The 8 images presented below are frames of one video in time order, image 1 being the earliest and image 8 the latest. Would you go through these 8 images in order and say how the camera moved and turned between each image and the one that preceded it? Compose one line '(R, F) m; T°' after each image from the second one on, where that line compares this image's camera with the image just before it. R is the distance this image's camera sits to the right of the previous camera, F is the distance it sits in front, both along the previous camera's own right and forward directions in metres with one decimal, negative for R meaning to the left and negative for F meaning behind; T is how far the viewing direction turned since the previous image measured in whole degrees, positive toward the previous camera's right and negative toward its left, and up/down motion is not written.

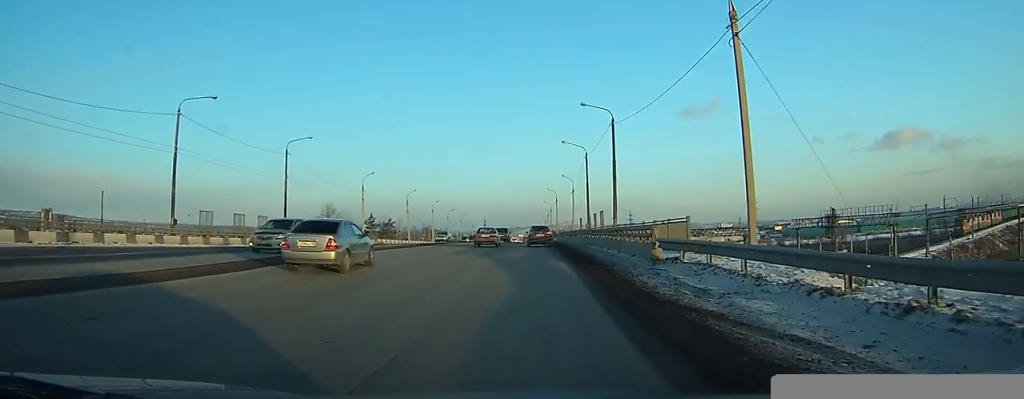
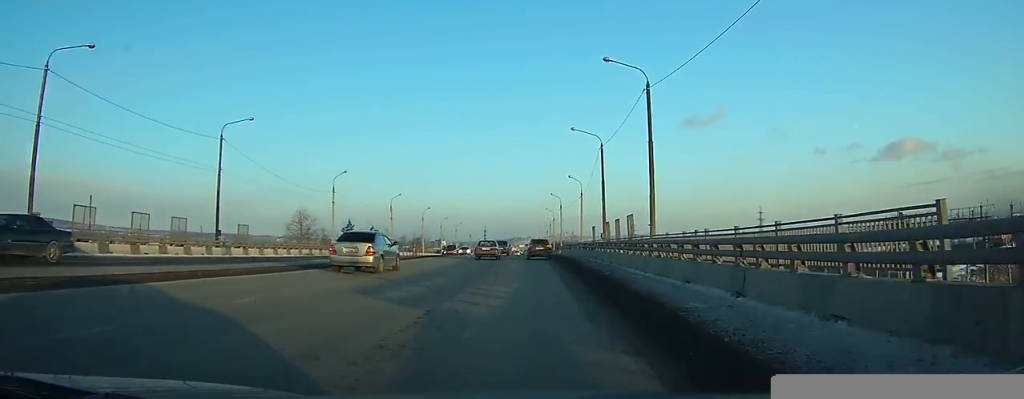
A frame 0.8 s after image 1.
(+0.1, +15.6) m; 0°
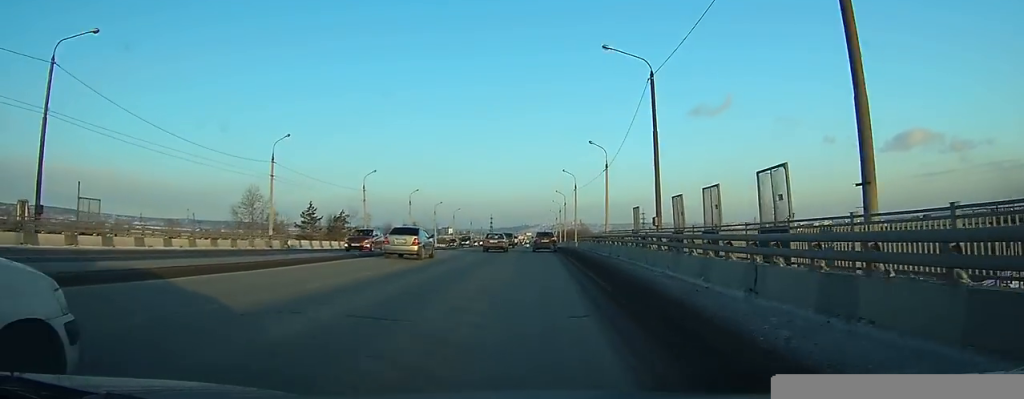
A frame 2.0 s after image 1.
(+0.1, +24.7) m; 0°
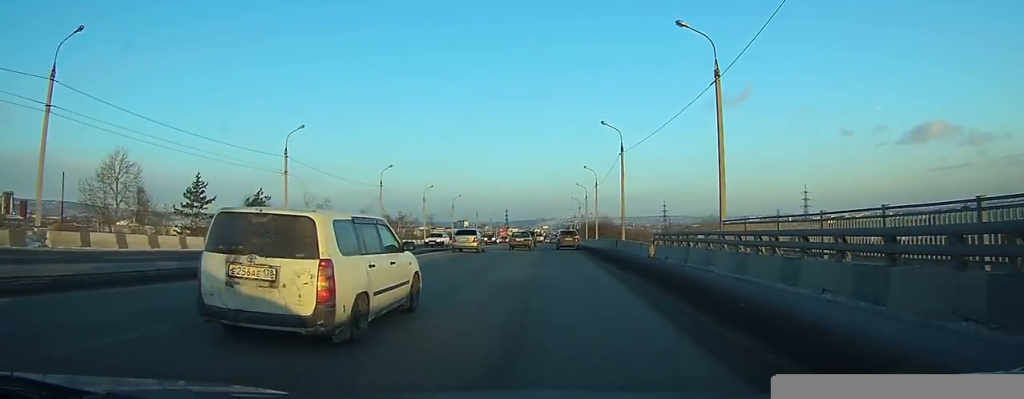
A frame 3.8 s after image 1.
(-0.2, +41.5) m; -1°
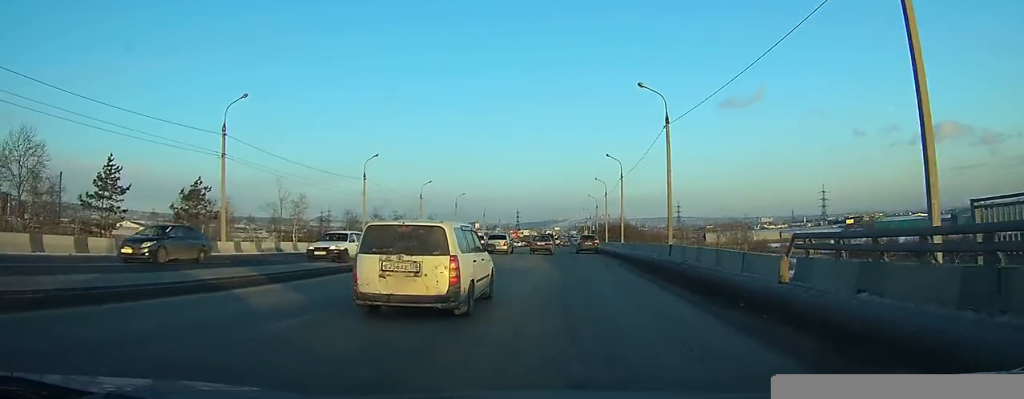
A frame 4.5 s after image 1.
(-0.1, +16.5) m; -1°
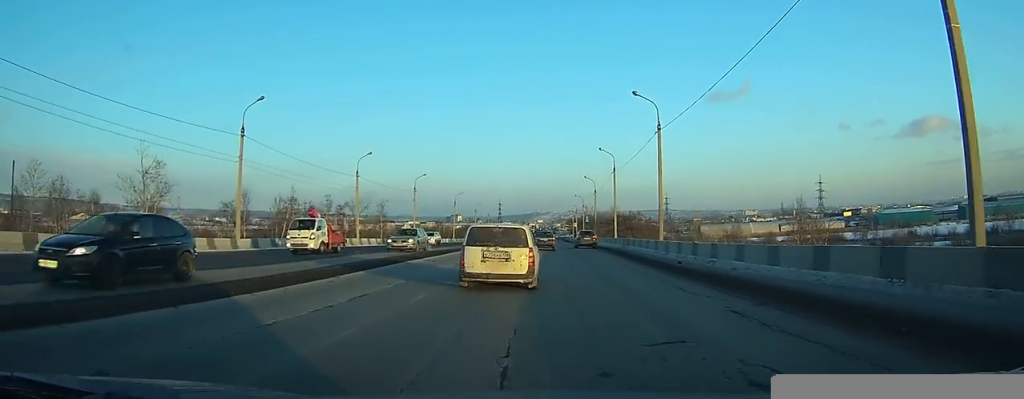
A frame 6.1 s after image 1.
(-0.3, +29.6) m; 0°
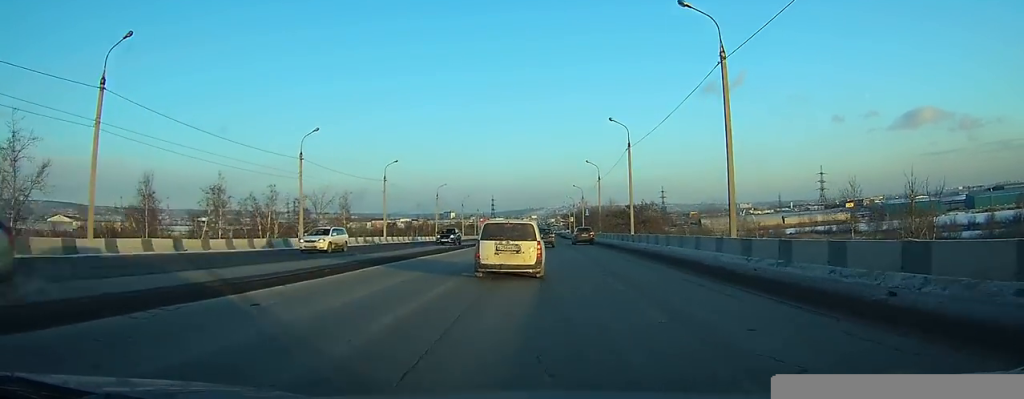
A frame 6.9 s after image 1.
(+0.1, +15.7) m; 0°
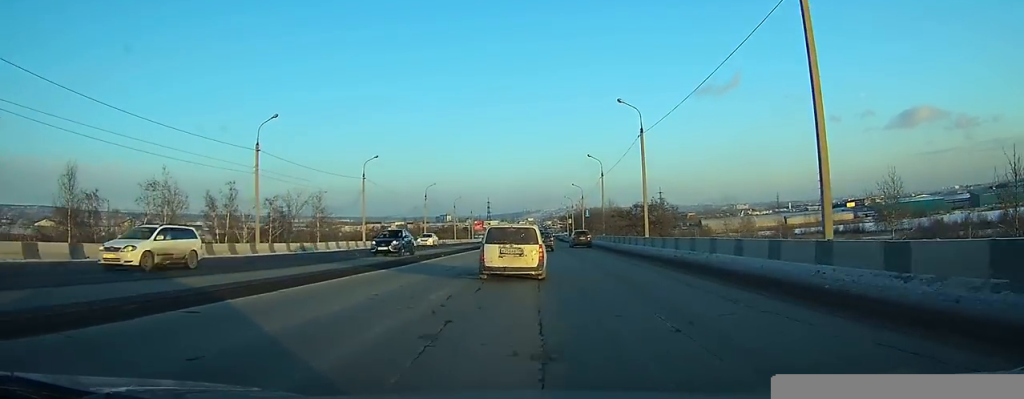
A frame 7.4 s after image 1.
(0.0, +8.3) m; 0°
